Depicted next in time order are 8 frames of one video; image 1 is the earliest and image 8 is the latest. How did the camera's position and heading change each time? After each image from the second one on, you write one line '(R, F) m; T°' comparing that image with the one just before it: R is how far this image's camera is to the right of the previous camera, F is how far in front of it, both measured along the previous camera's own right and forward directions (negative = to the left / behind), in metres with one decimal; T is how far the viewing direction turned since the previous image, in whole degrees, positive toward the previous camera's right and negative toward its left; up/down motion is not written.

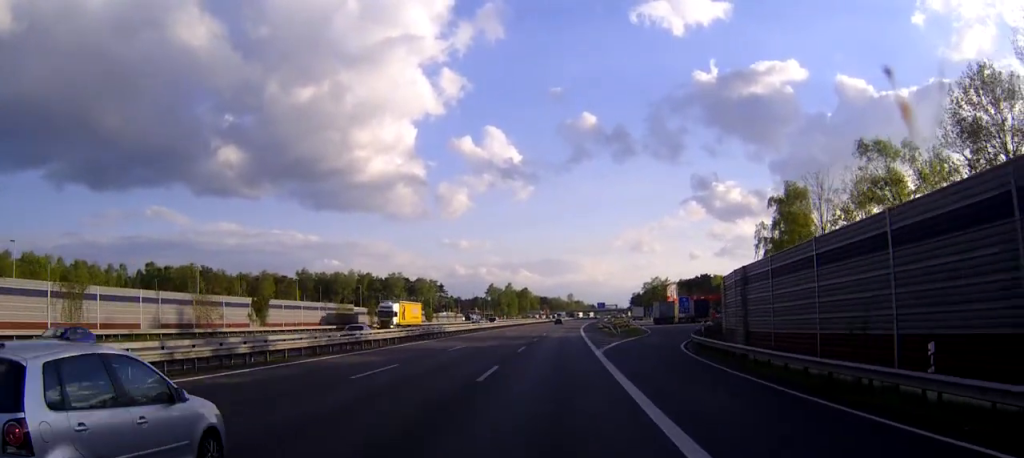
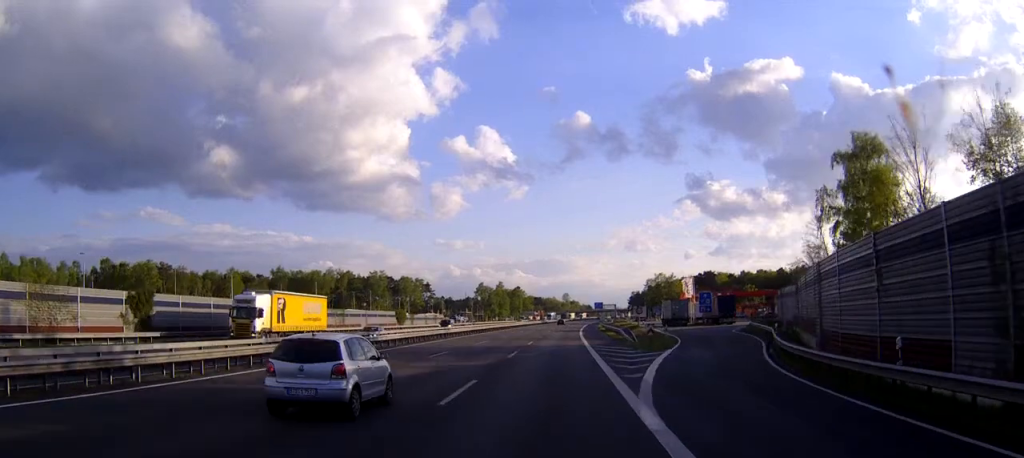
(+0.1, +23.0) m; +1°
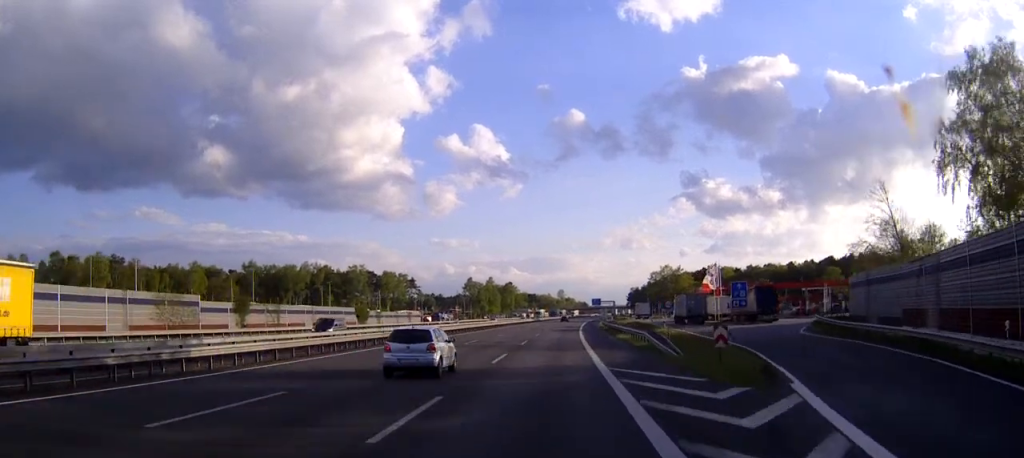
(+0.1, +22.9) m; 0°
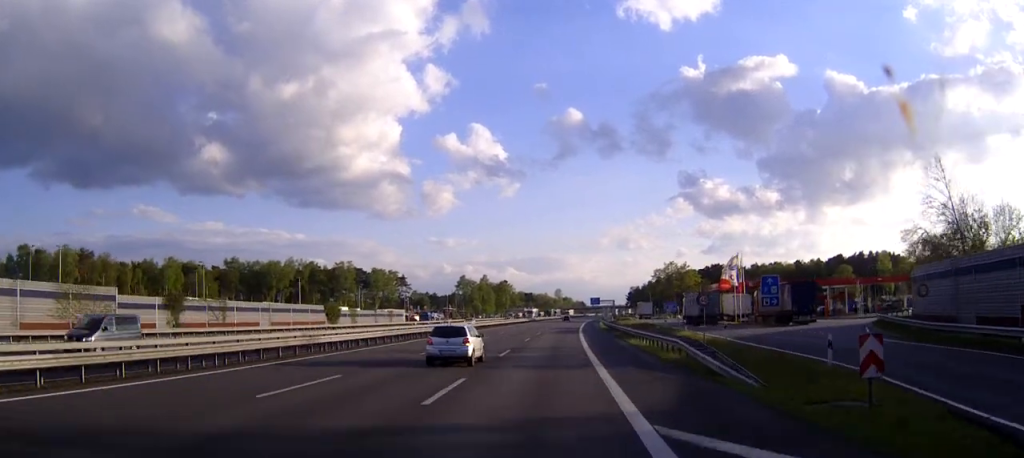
(+0.1, +13.4) m; 0°
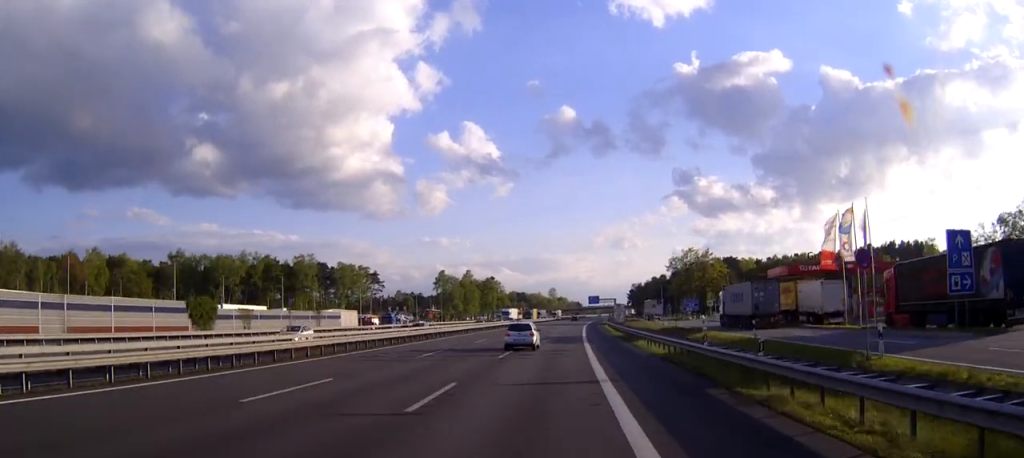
(0.0, +36.3) m; 0°
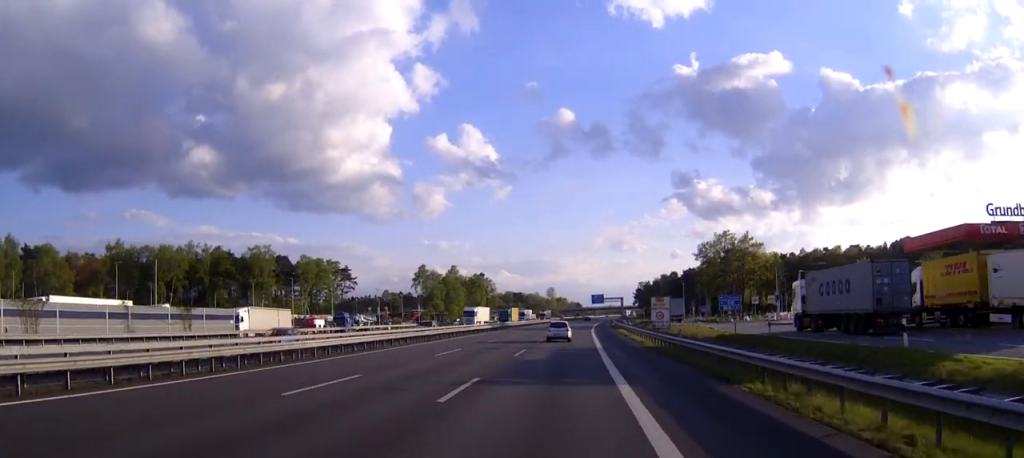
(+0.1, +34.4) m; 0°
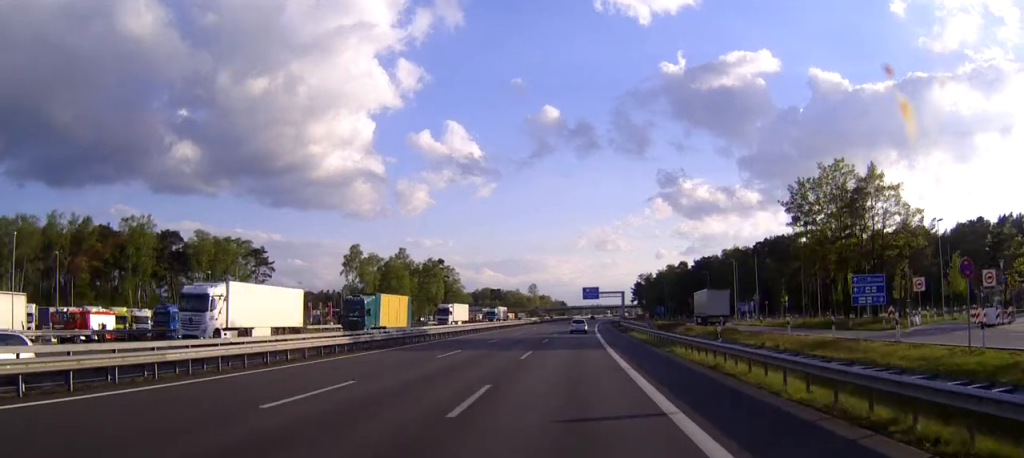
(+0.4, +56.2) m; +1°
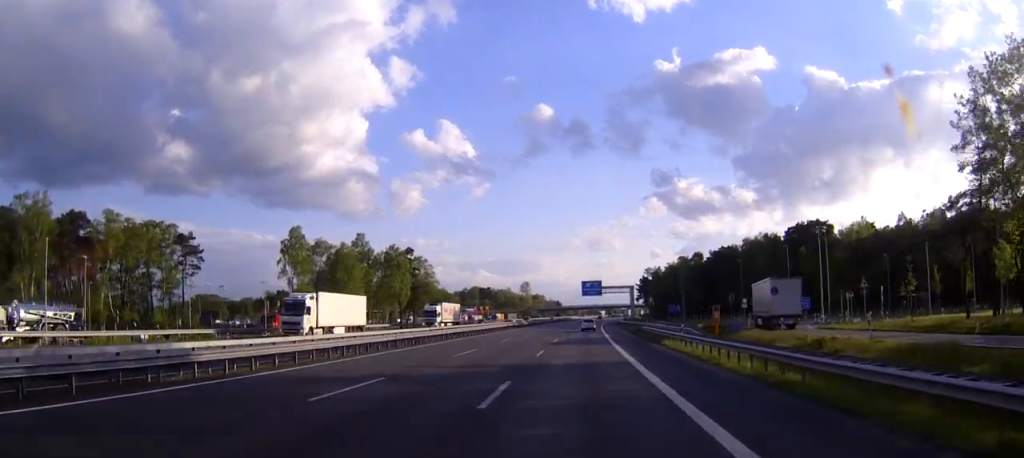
(+0.2, +34.3) m; +1°
